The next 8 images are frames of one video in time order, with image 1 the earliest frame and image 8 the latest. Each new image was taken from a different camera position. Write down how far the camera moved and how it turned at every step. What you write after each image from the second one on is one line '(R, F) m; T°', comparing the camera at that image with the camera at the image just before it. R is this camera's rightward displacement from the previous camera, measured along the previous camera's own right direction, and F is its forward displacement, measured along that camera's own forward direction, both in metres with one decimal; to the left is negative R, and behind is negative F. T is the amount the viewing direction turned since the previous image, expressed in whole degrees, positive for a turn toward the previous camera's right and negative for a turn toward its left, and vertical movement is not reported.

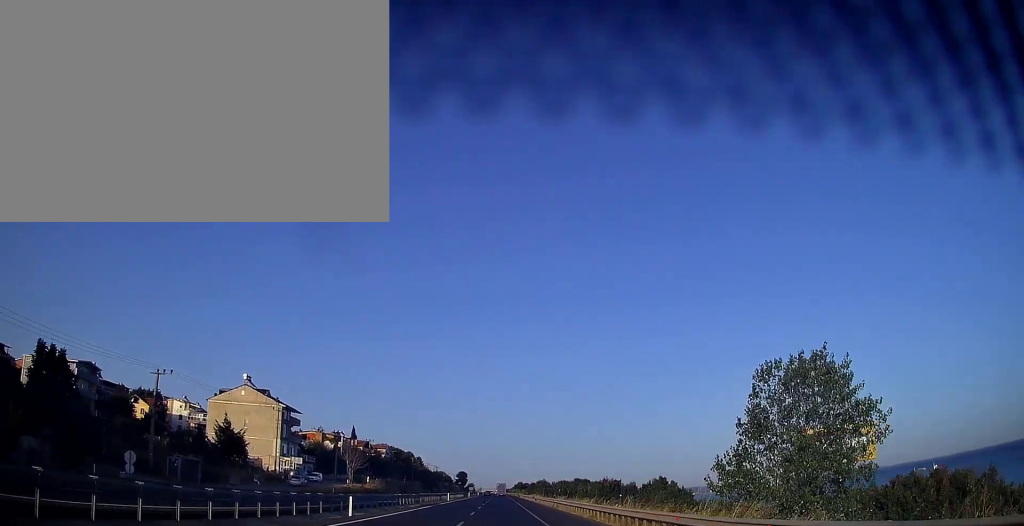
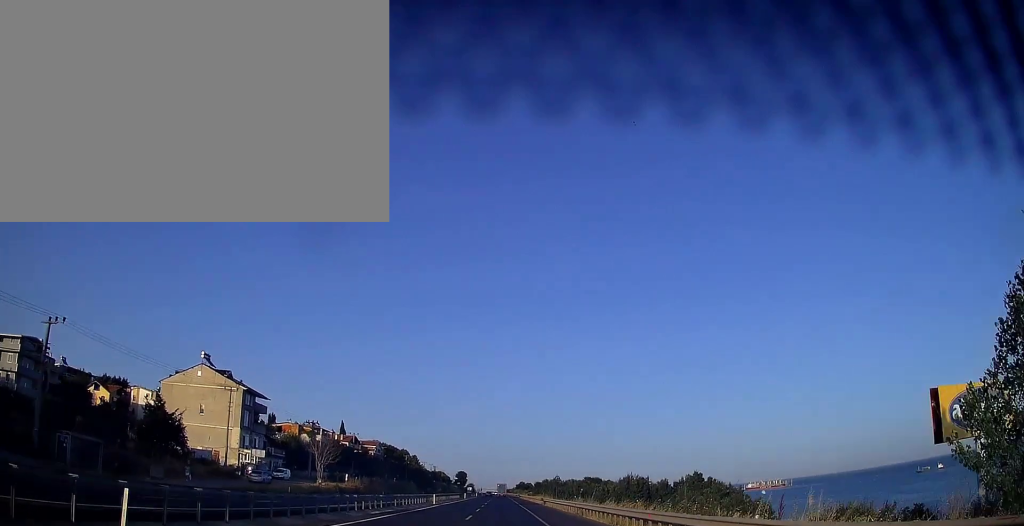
(-0.1, +15.8) m; 0°
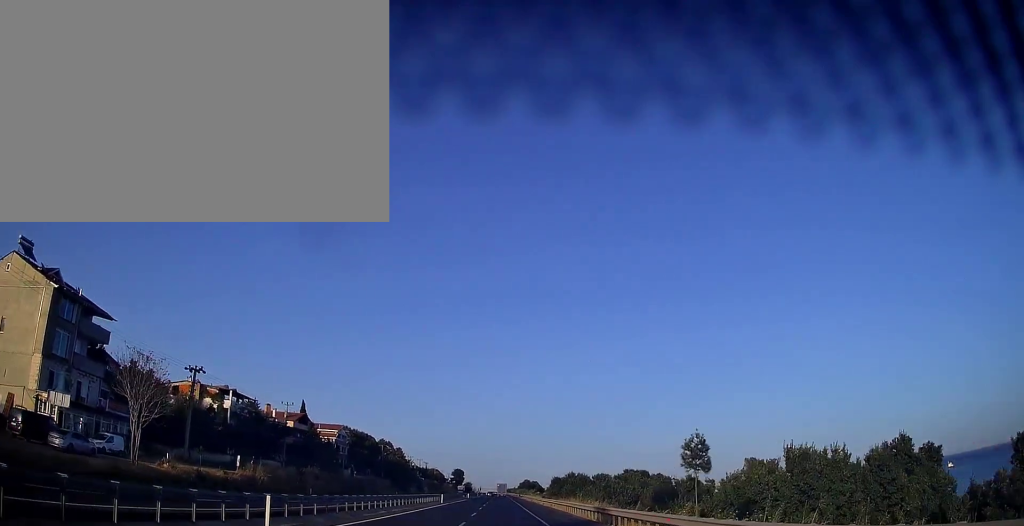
(+0.2, +43.4) m; 0°
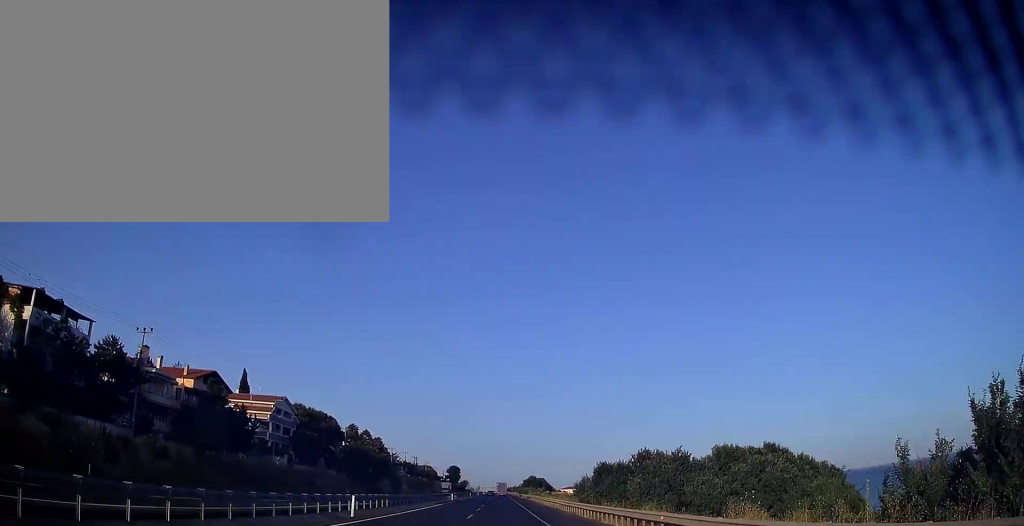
(-0.2, +38.4) m; 0°
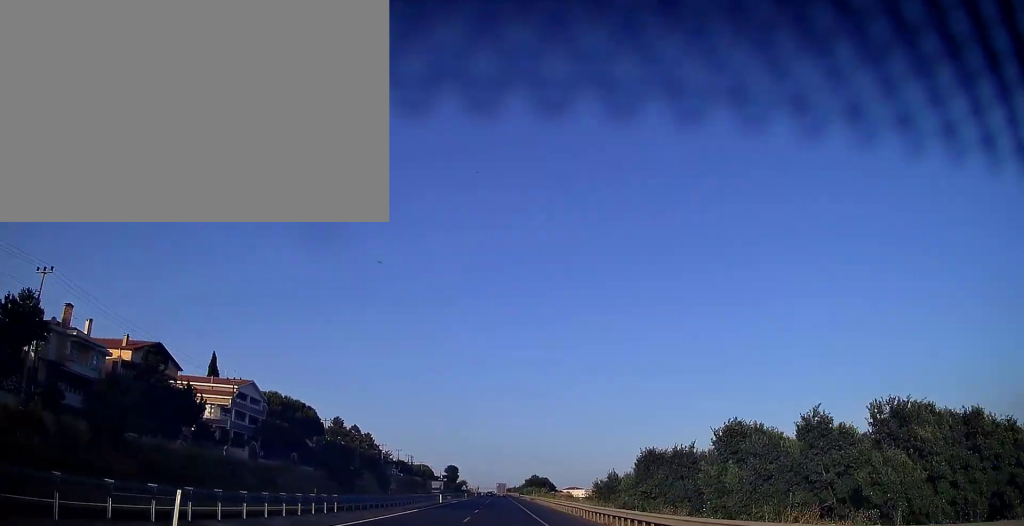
(-0.1, +15.7) m; 0°
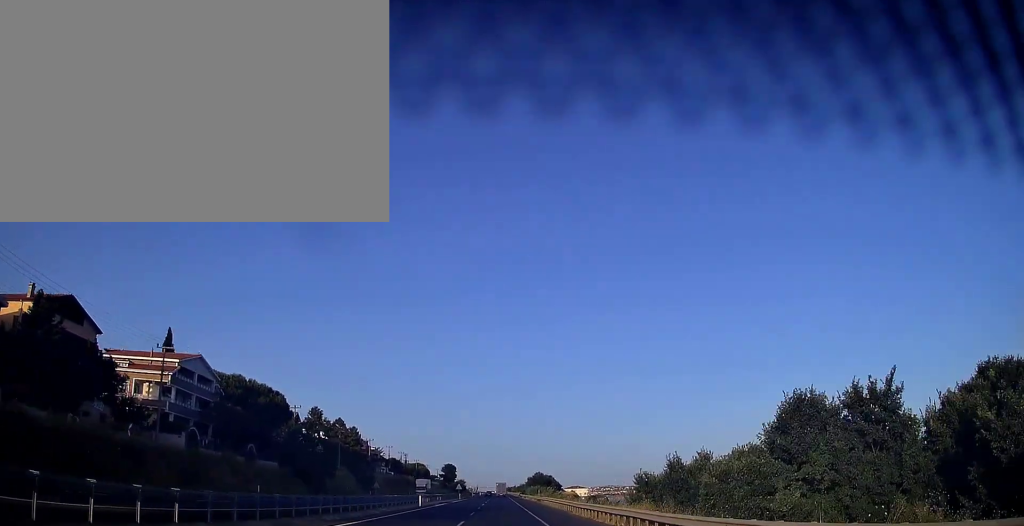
(+0.1, +16.7) m; 0°
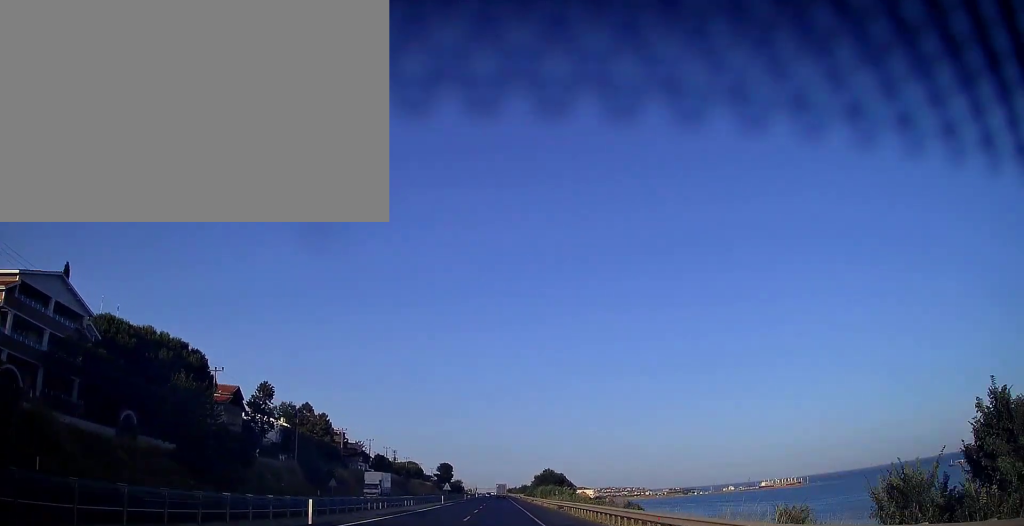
(0.0, +27.5) m; 0°
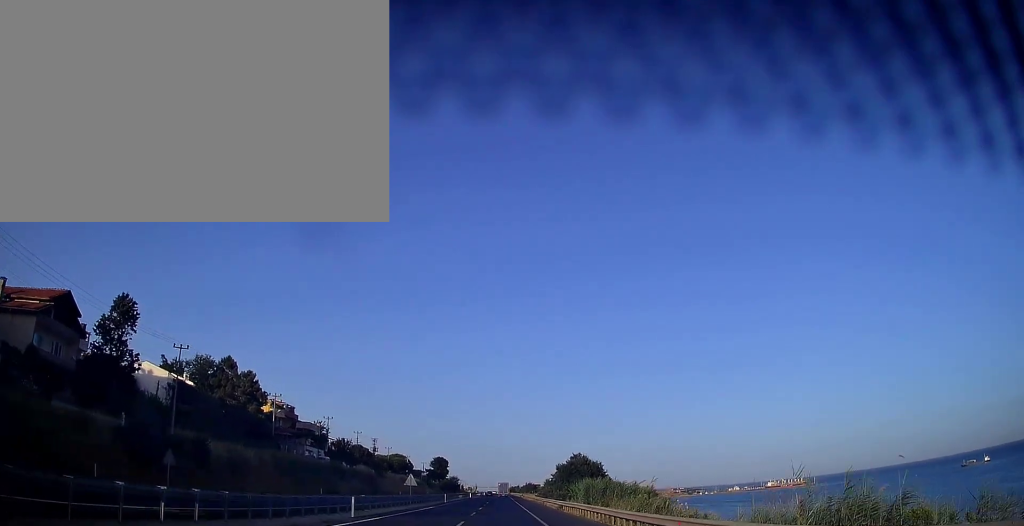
(0.0, +43.3) m; 0°
